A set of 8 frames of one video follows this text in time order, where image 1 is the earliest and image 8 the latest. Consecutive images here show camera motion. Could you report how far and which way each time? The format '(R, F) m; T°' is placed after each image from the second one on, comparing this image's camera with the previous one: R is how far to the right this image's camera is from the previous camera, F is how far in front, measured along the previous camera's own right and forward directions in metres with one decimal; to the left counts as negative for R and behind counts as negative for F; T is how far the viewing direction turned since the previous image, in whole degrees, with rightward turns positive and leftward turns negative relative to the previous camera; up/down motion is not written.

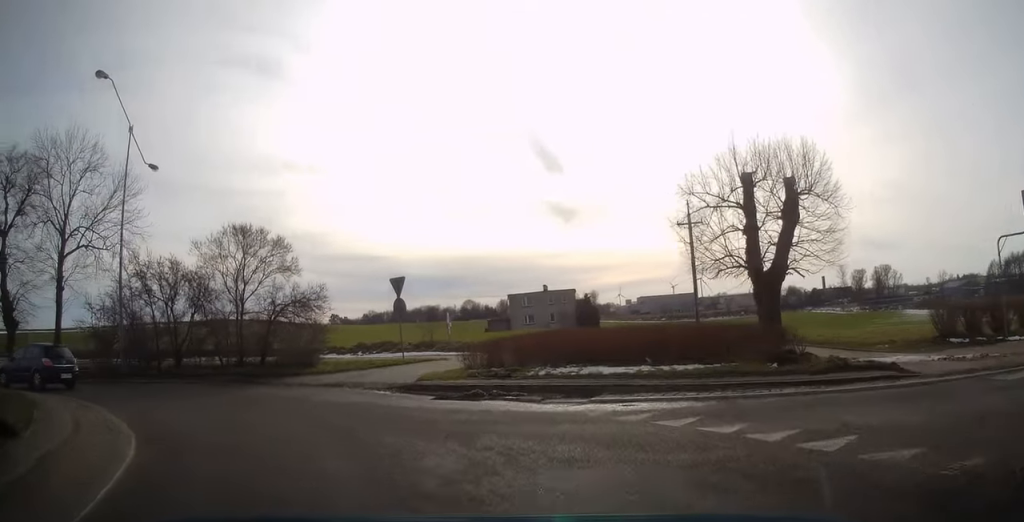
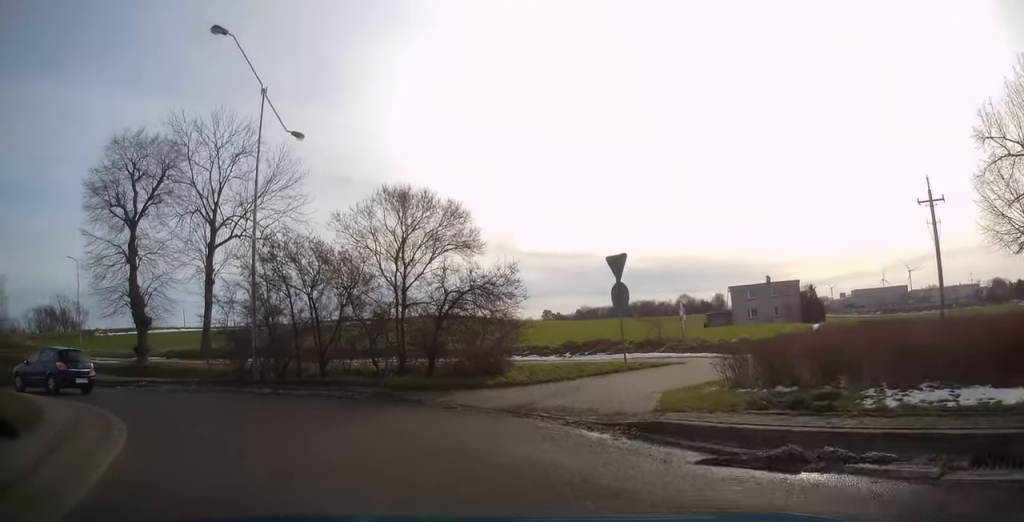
(-0.3, +5.4) m; -17°
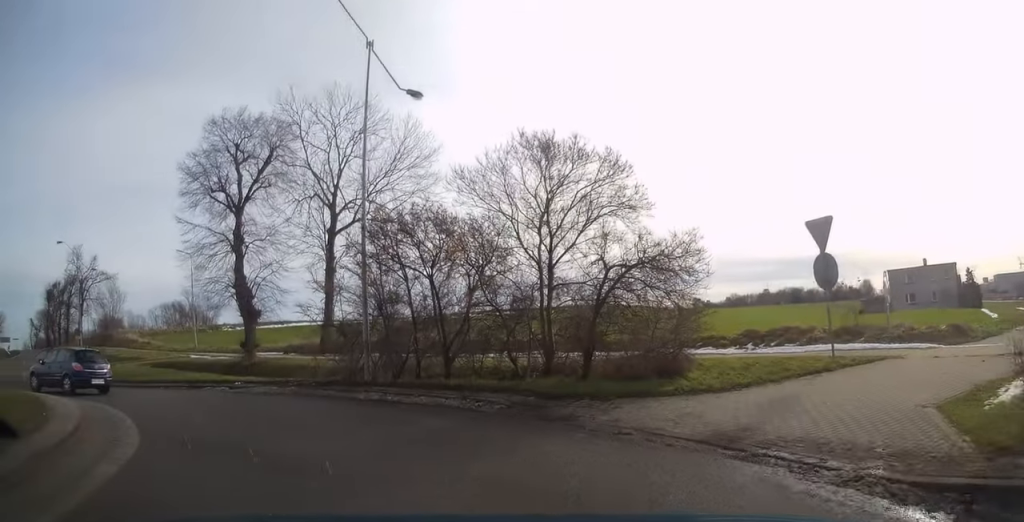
(-0.7, +3.6) m; -17°
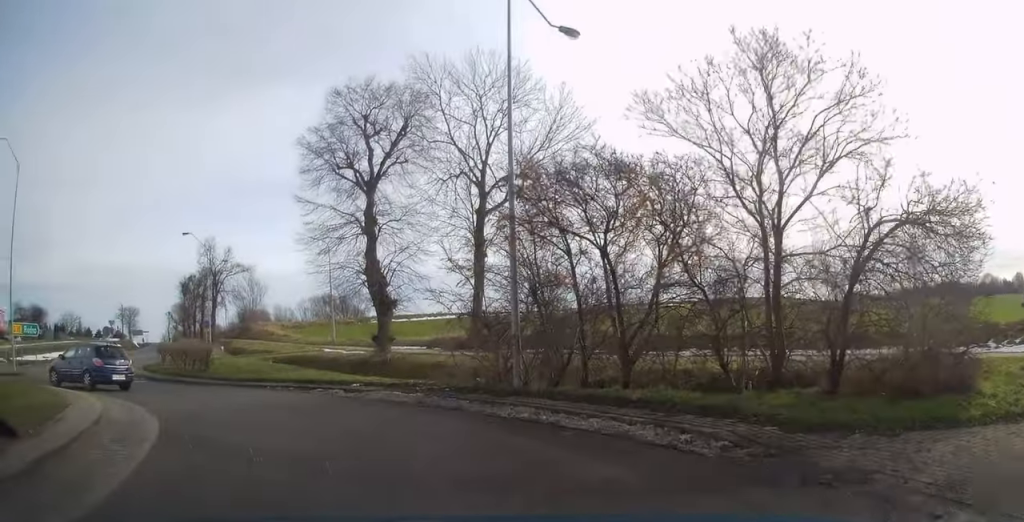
(-0.6, +3.8) m; -18°
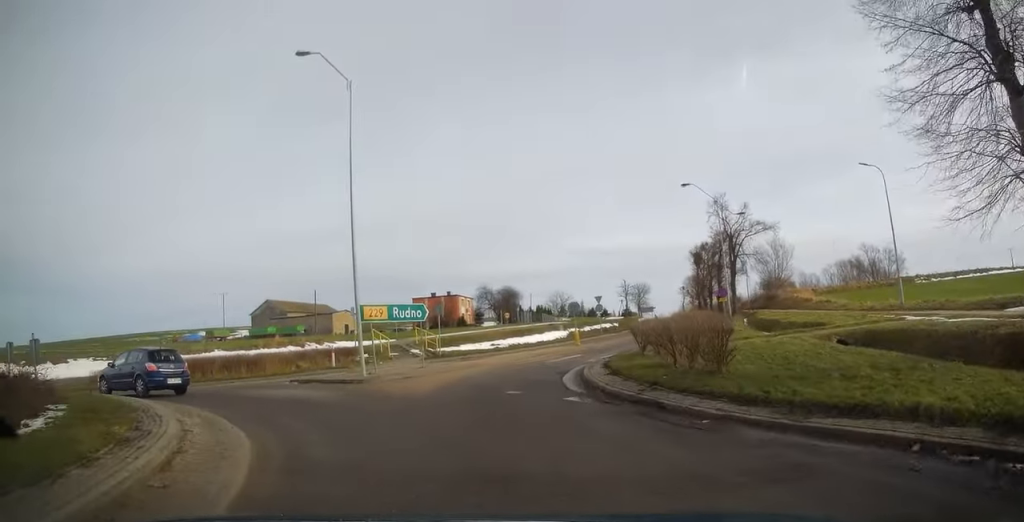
(-6.5, +12.0) m; -48°
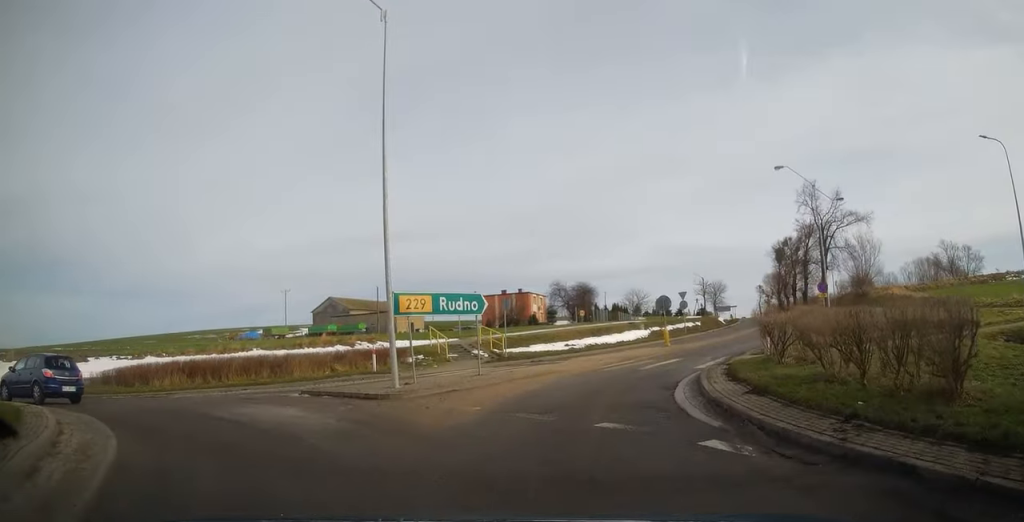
(-0.7, +5.1) m; -4°
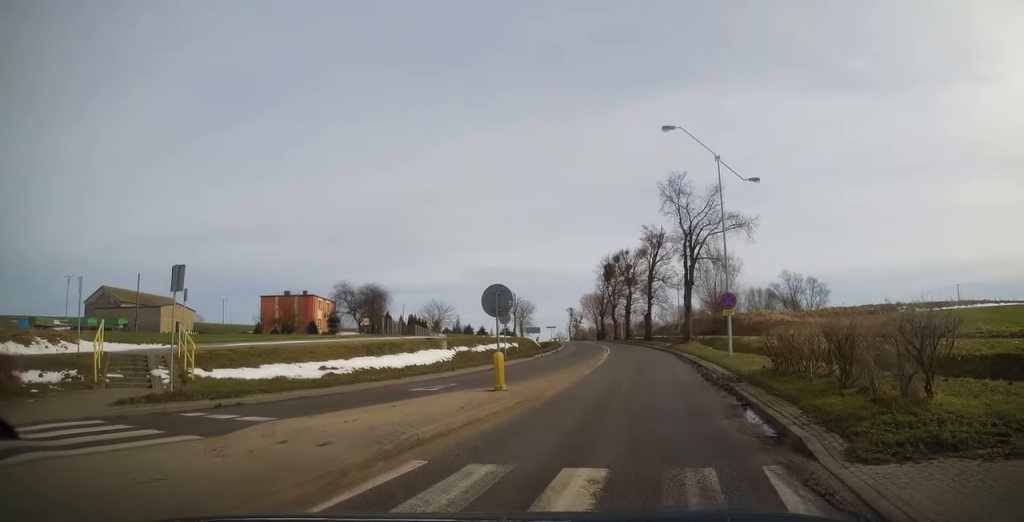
(+1.1, +14.8) m; +12°
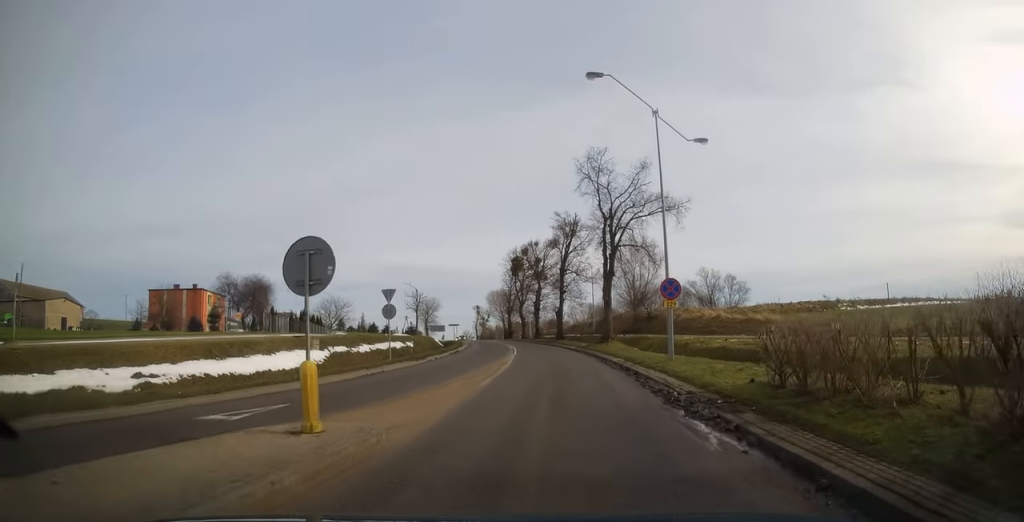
(+0.3, +6.2) m; +6°
